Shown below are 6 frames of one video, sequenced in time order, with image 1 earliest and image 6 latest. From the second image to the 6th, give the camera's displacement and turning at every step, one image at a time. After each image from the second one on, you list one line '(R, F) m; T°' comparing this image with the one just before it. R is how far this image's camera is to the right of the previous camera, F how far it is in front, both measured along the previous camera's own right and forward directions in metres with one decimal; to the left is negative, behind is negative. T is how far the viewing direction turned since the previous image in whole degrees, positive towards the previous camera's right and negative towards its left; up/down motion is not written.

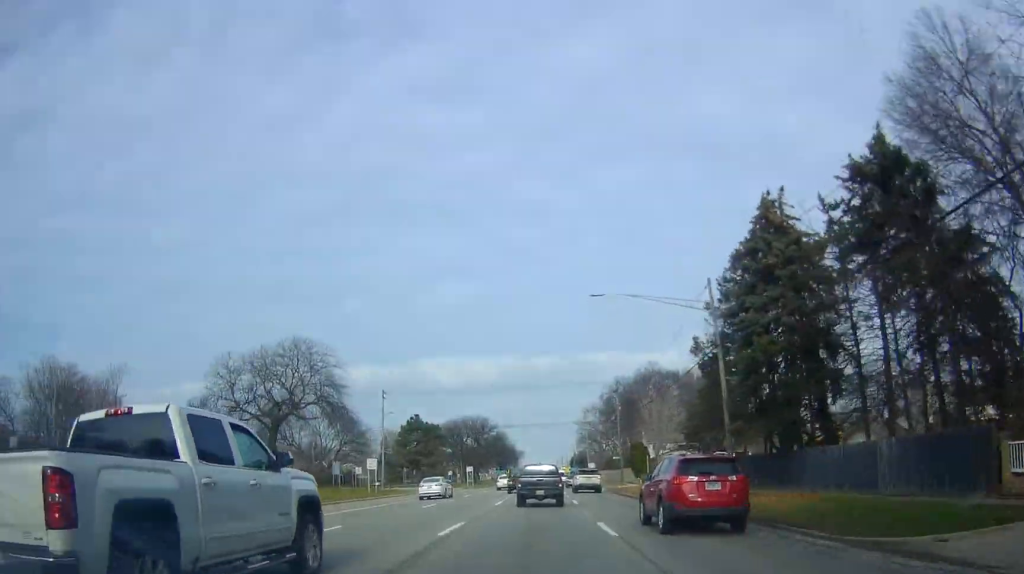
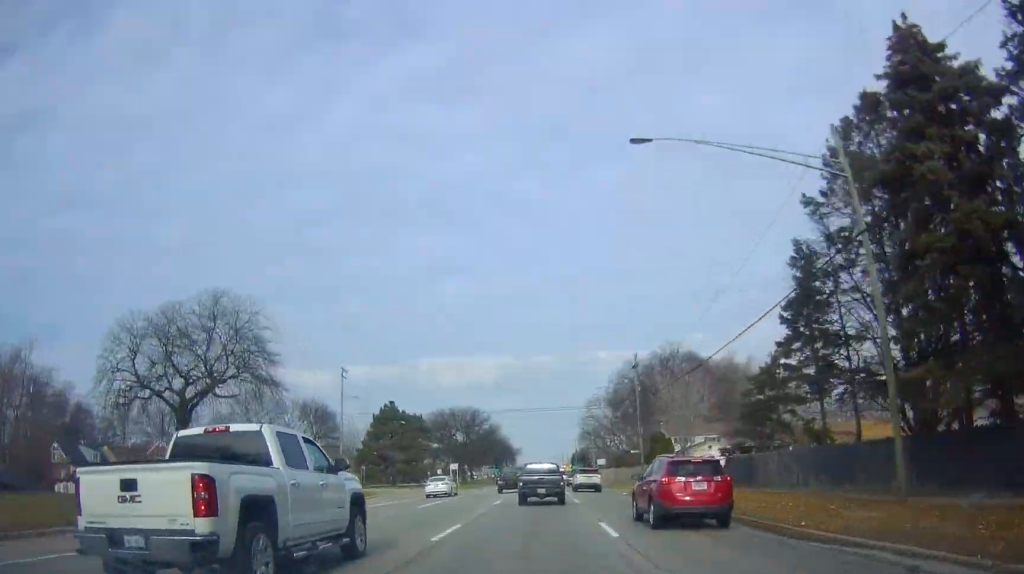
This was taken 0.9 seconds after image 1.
(+0.1, +16.5) m; -1°
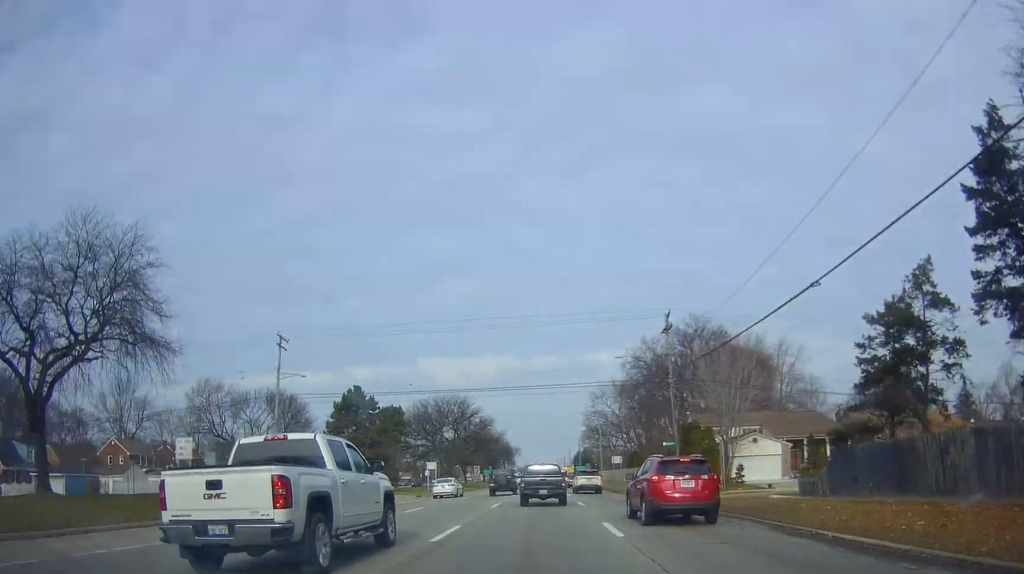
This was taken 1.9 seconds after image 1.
(-0.3, +16.2) m; 0°
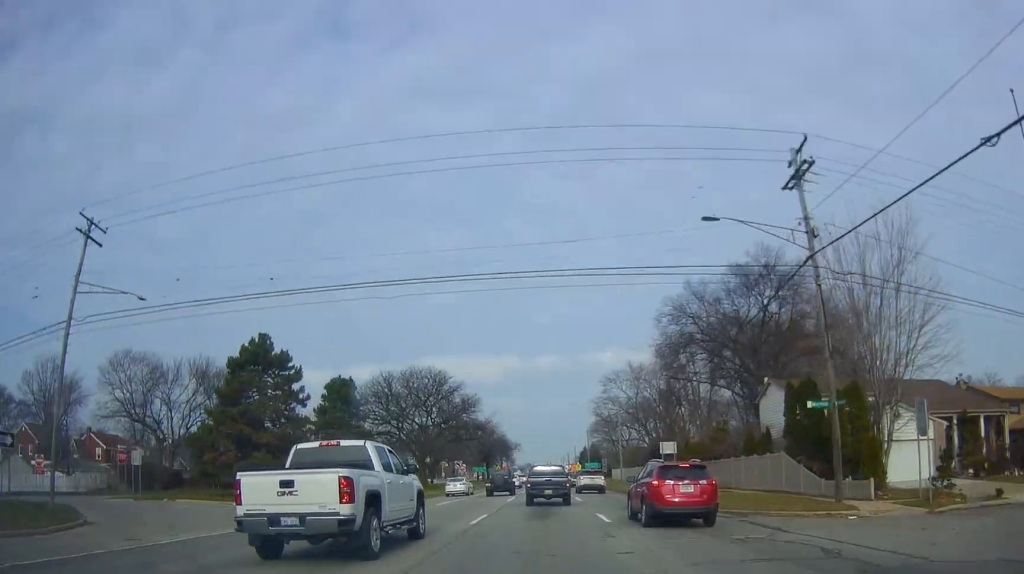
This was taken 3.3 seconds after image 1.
(+0.8, +25.0) m; +3°
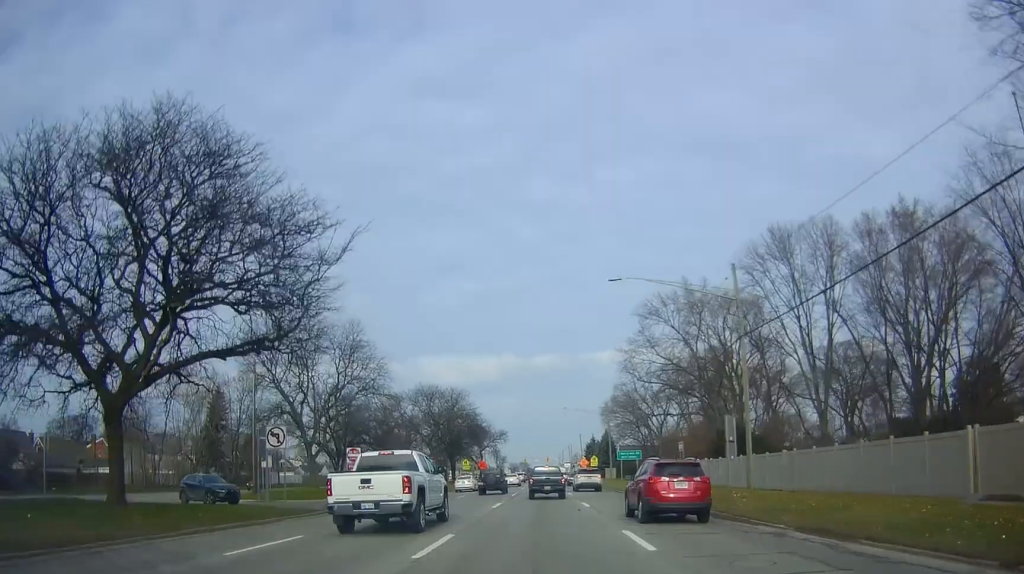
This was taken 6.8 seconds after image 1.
(-1.8, +54.1) m; -3°
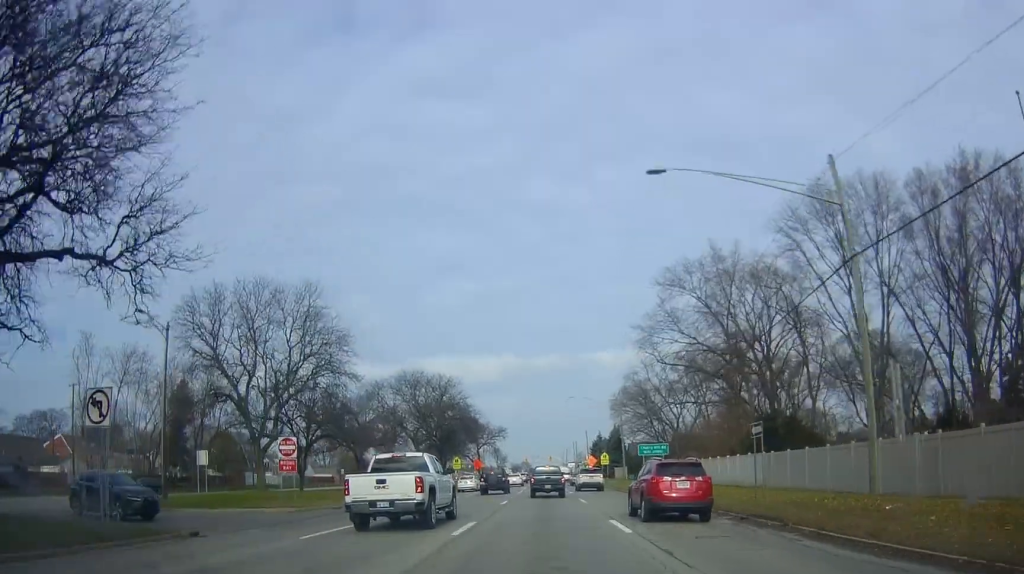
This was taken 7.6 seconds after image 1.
(-0.5, +12.0) m; 0°
